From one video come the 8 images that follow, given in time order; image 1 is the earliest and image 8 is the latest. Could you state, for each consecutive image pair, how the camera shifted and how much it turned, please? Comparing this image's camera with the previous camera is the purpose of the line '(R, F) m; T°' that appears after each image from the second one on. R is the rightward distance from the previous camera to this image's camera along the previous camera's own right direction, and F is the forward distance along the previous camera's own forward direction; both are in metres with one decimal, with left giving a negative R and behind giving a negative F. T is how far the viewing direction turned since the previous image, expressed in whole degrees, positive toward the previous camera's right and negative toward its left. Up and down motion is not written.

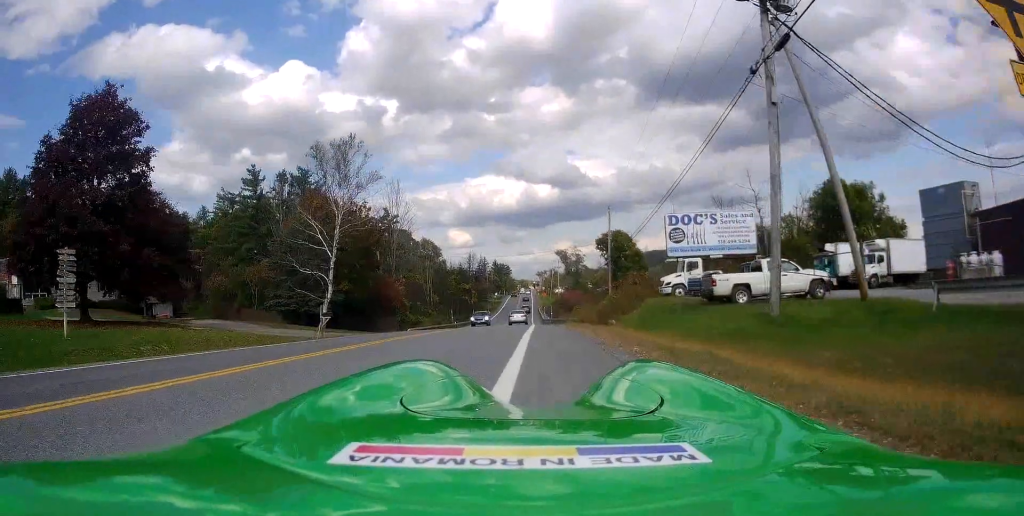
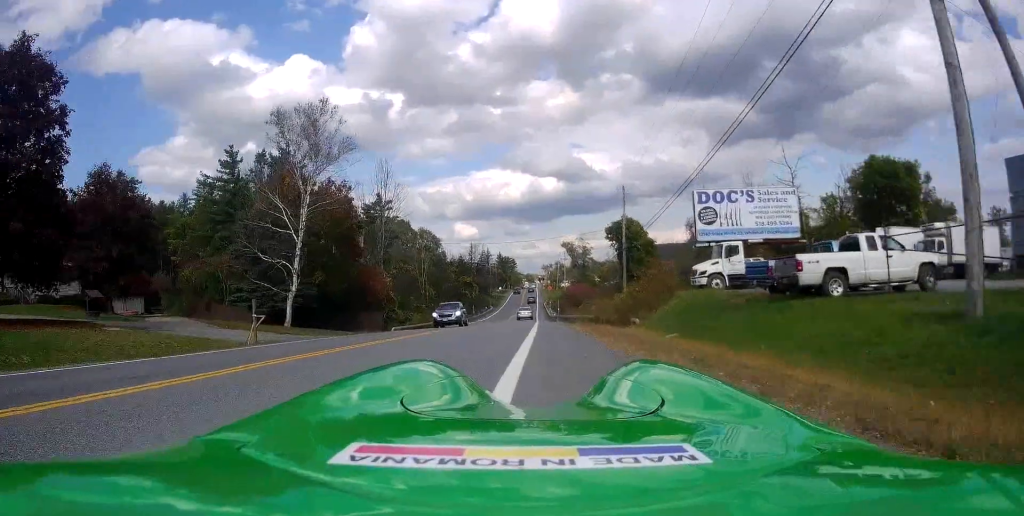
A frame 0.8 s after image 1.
(-0.1, +7.0) m; +1°
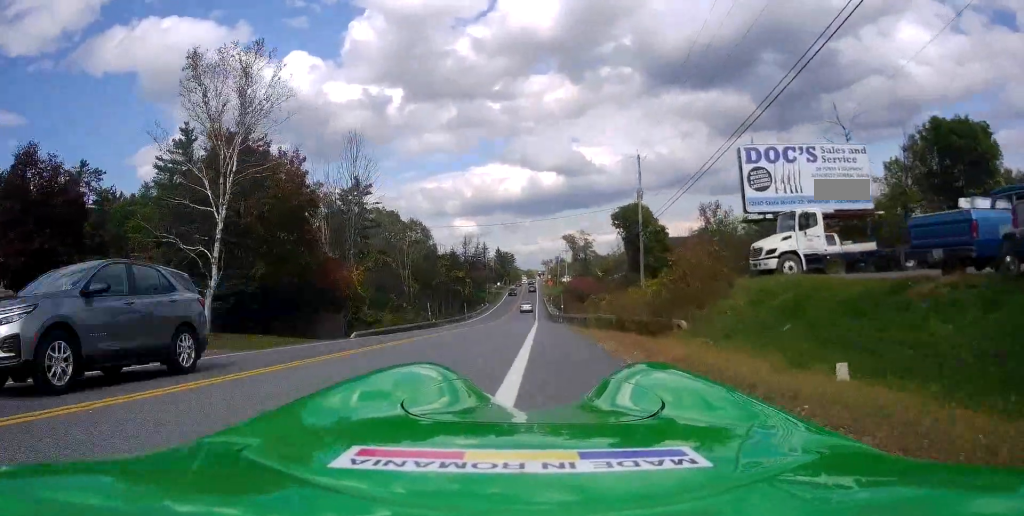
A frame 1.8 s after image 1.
(+0.2, +9.5) m; +2°
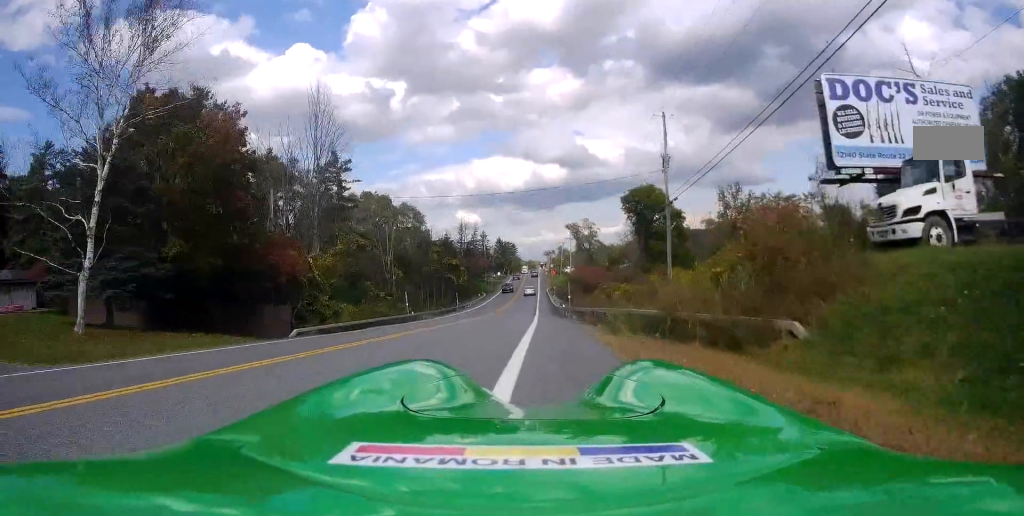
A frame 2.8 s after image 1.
(+0.1, +8.7) m; 0°
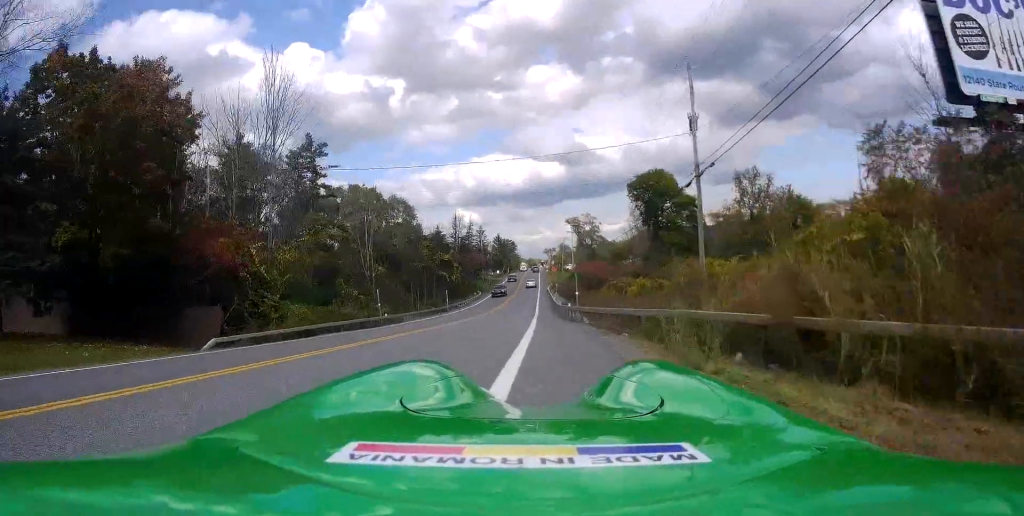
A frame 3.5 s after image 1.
(0.0, +7.3) m; 0°
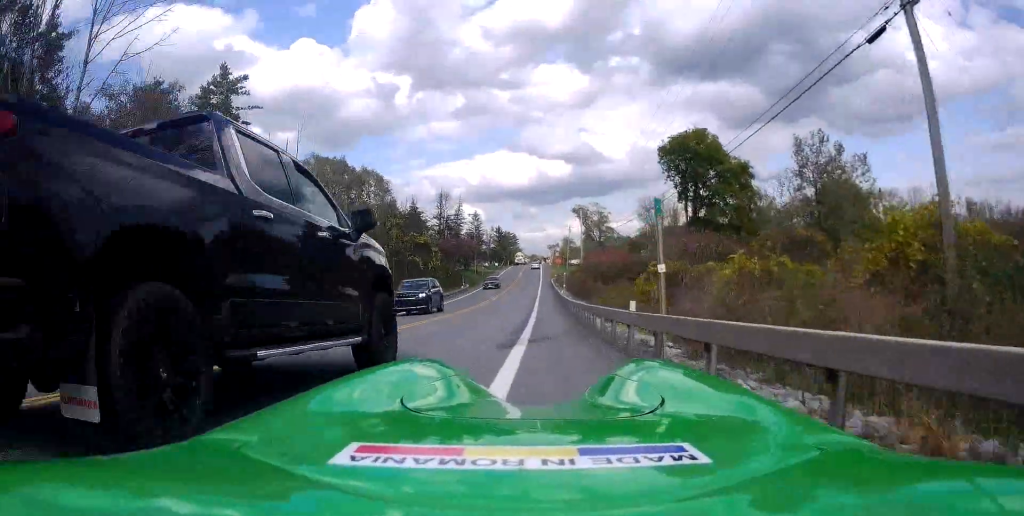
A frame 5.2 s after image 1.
(0.0, +17.0) m; +1°
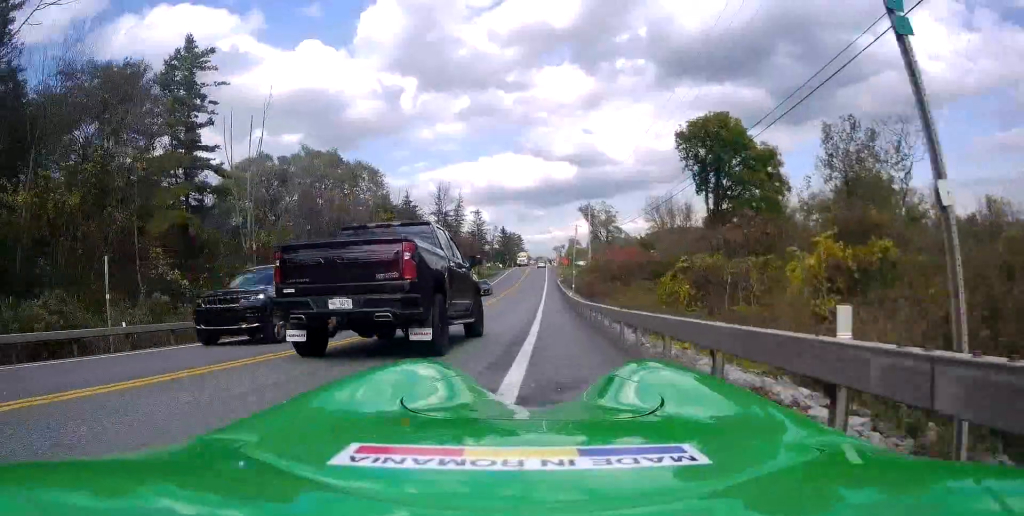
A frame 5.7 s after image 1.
(0.0, +5.2) m; -1°
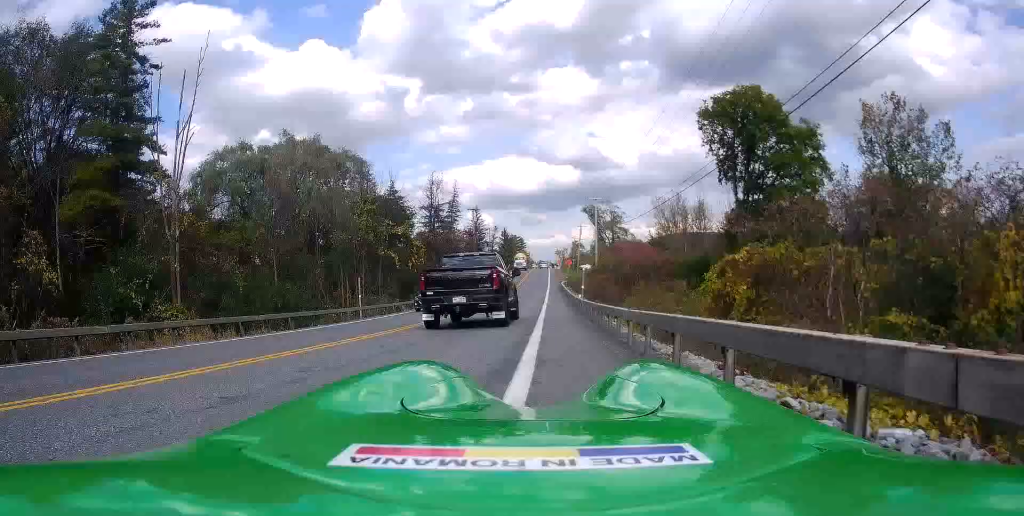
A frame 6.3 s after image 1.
(+0.1, +6.6) m; -1°
